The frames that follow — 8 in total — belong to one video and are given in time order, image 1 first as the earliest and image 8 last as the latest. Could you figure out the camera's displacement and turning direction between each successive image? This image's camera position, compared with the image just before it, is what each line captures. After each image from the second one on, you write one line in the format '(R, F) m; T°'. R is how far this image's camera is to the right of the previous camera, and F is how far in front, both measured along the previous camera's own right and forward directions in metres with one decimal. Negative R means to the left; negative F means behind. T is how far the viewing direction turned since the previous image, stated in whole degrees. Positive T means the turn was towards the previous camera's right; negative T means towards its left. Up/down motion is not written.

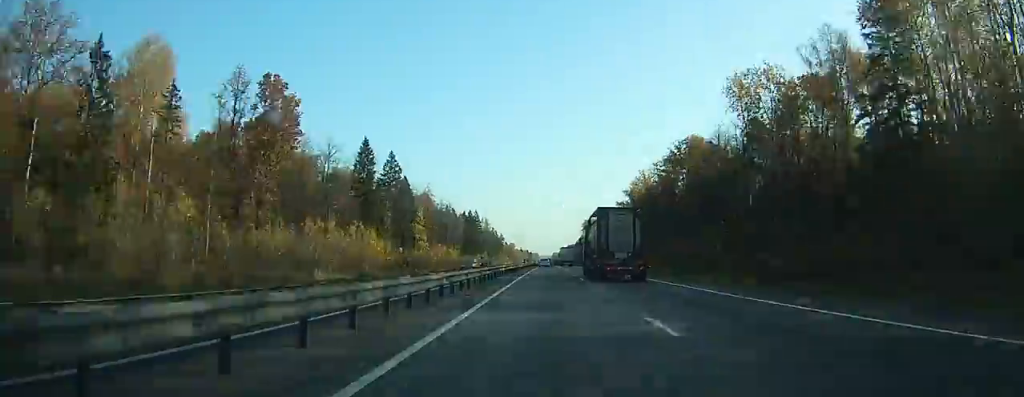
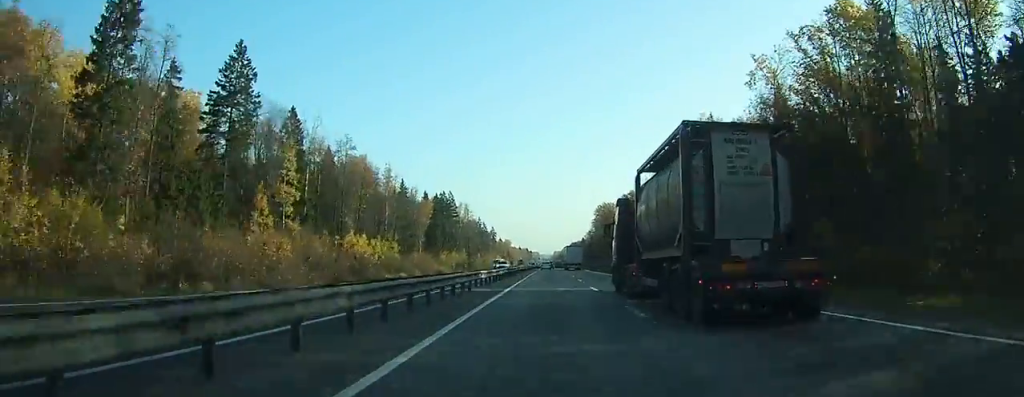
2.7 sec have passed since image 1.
(+0.2, +78.2) m; 0°
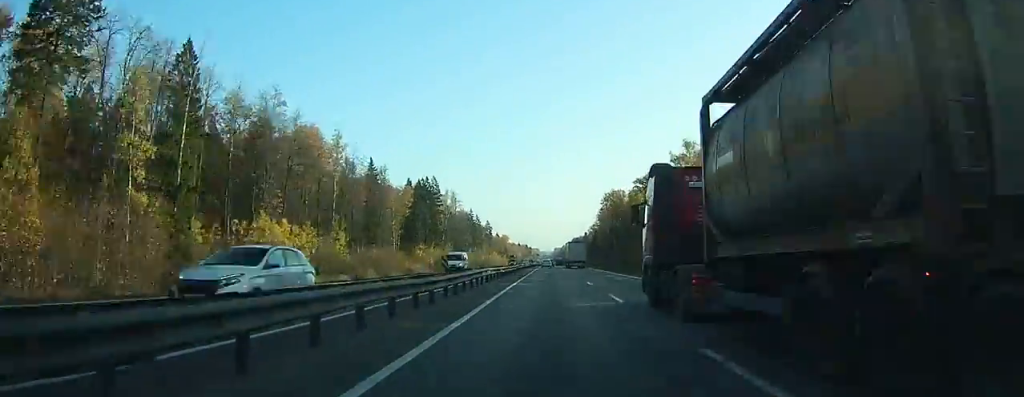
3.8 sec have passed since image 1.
(0.0, +29.6) m; 0°
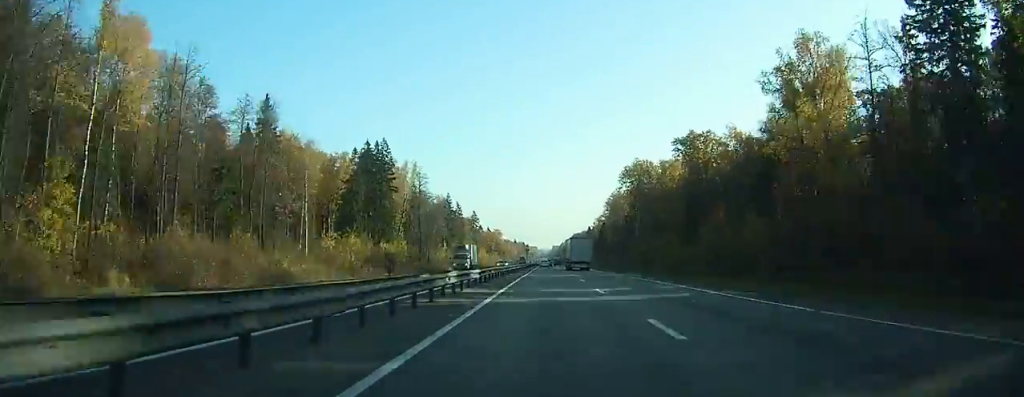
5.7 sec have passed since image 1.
(0.0, +53.0) m; 0°
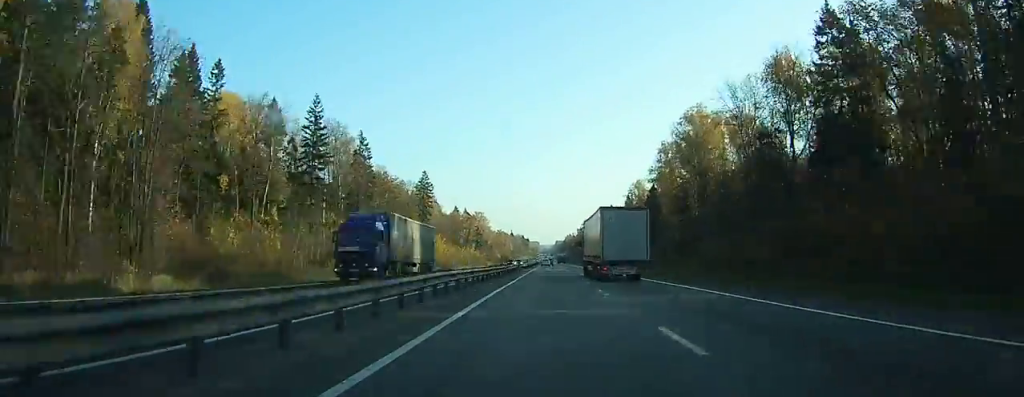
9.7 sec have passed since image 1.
(+0.3, +122.5) m; 0°
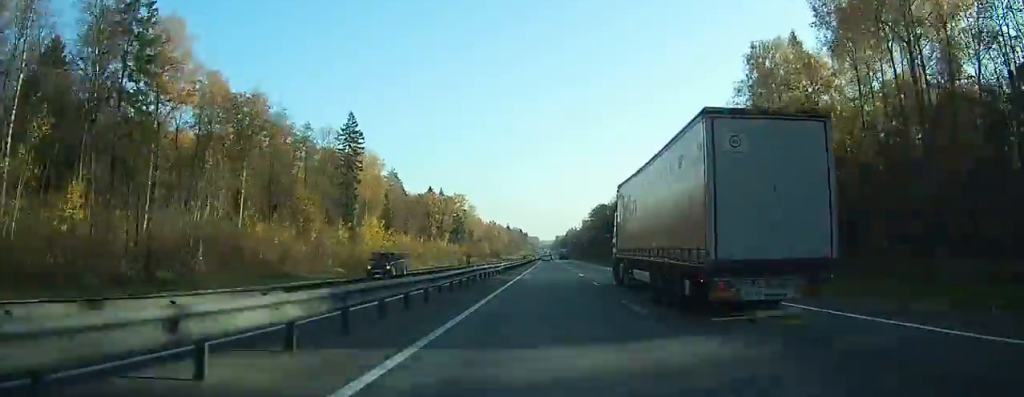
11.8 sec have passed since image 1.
(-0.2, +69.3) m; 0°
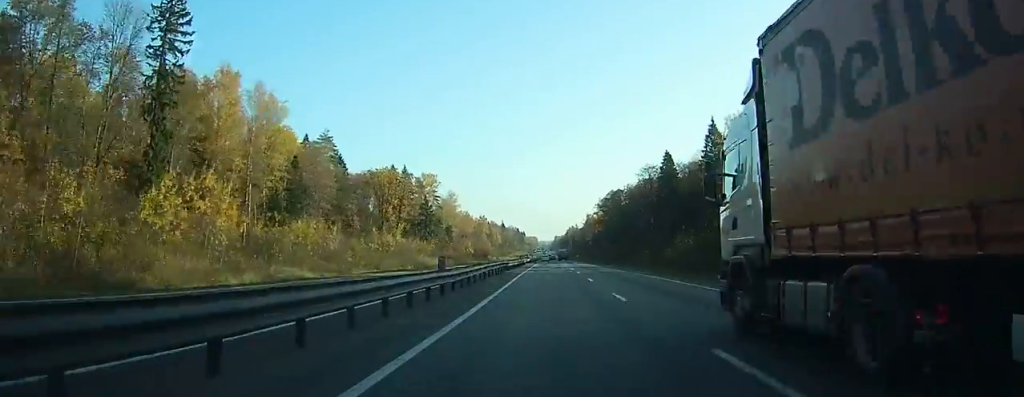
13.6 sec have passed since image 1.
(0.0, +56.8) m; 0°
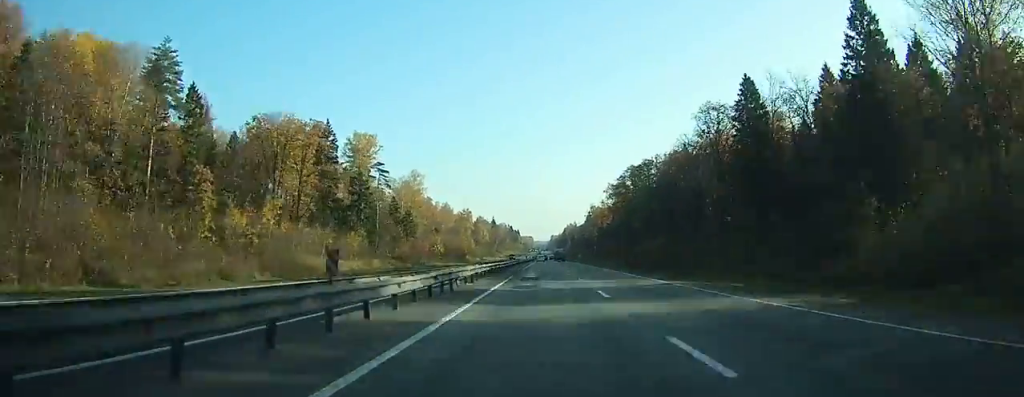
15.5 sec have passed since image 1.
(+0.1, +58.3) m; 0°
